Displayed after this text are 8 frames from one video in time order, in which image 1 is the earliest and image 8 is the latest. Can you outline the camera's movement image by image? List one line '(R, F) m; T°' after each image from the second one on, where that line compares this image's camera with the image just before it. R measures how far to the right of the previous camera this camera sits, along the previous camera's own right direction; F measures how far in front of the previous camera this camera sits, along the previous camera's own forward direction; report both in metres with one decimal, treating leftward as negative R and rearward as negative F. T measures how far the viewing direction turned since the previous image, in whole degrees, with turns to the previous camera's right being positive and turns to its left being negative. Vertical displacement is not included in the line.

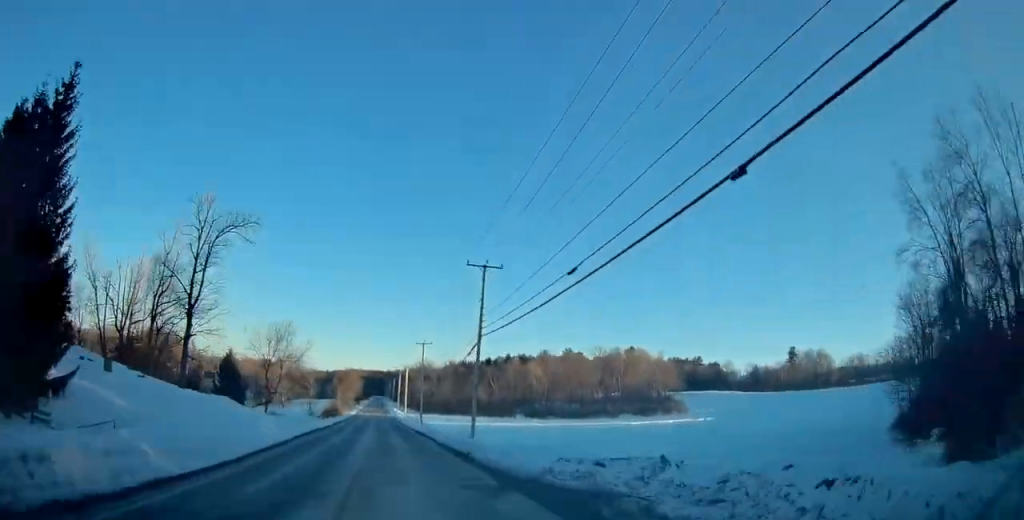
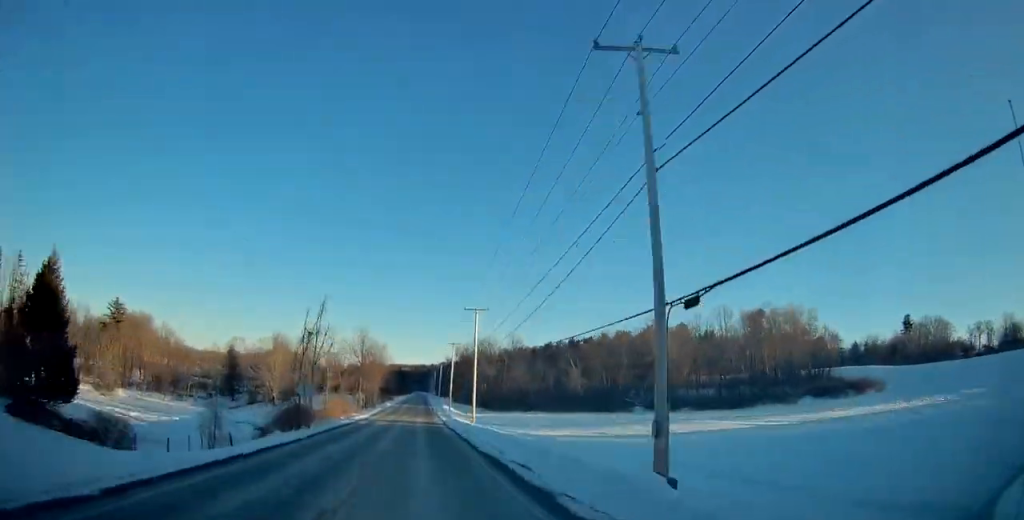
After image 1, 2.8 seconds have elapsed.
(-4.7, +69.0) m; -4°
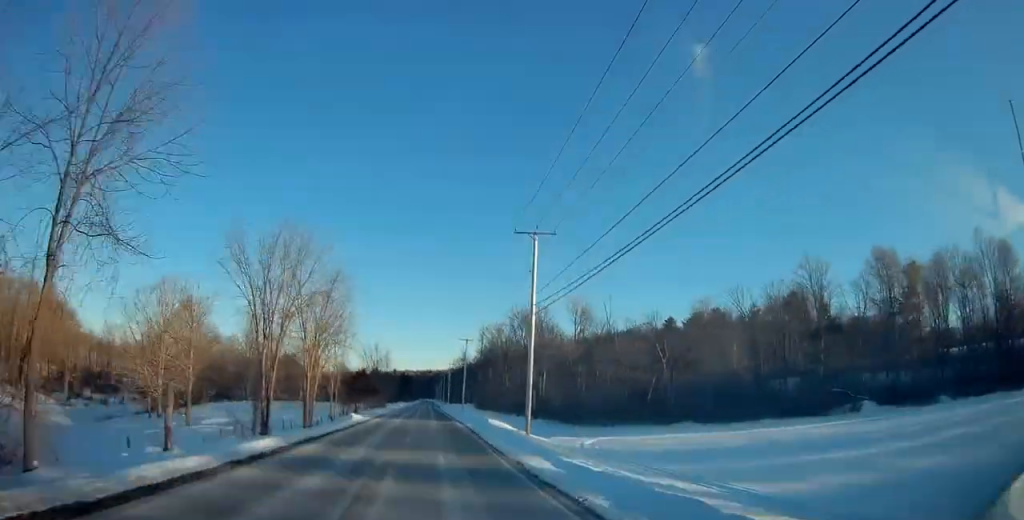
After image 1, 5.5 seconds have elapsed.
(+0.1, +66.7) m; 0°
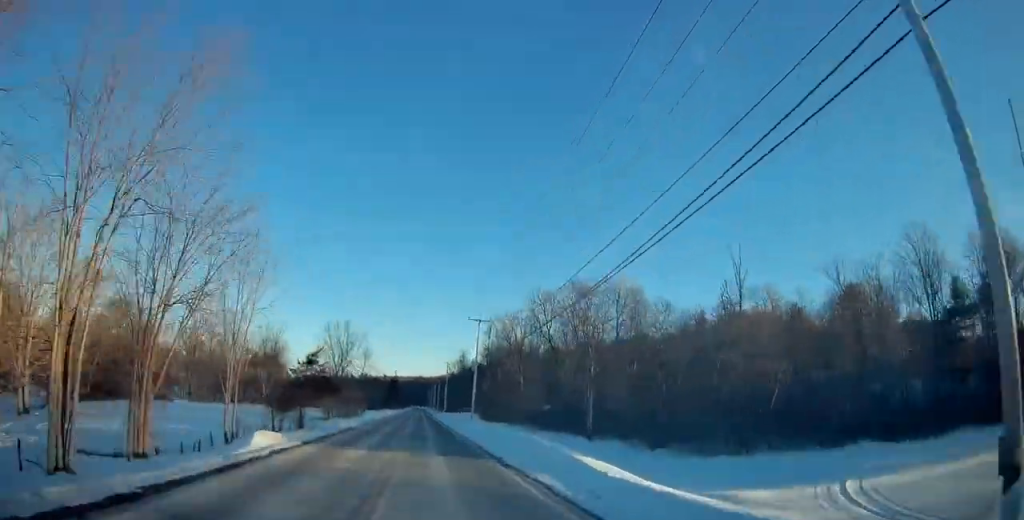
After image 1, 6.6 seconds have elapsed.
(0.0, +28.5) m; 0°
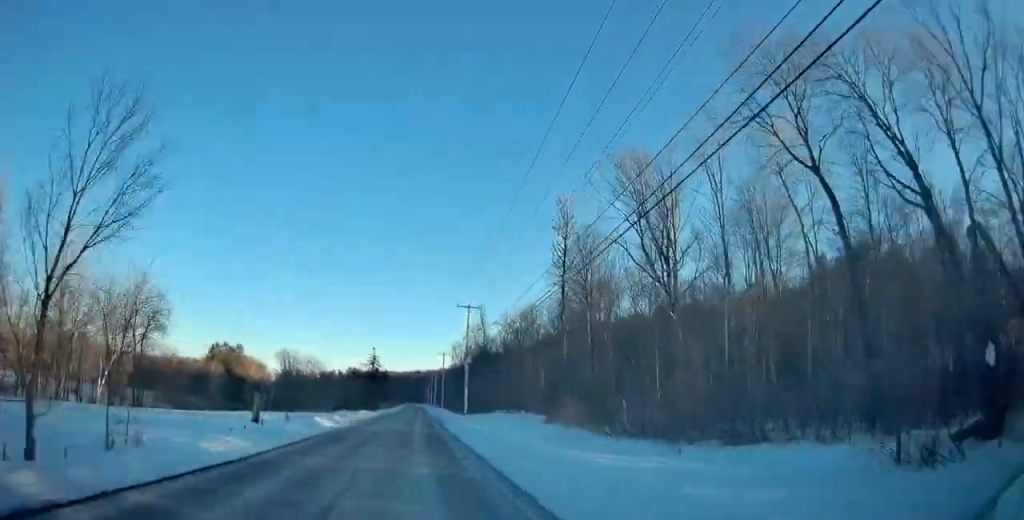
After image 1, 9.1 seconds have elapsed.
(+0.4, +64.0) m; 0°
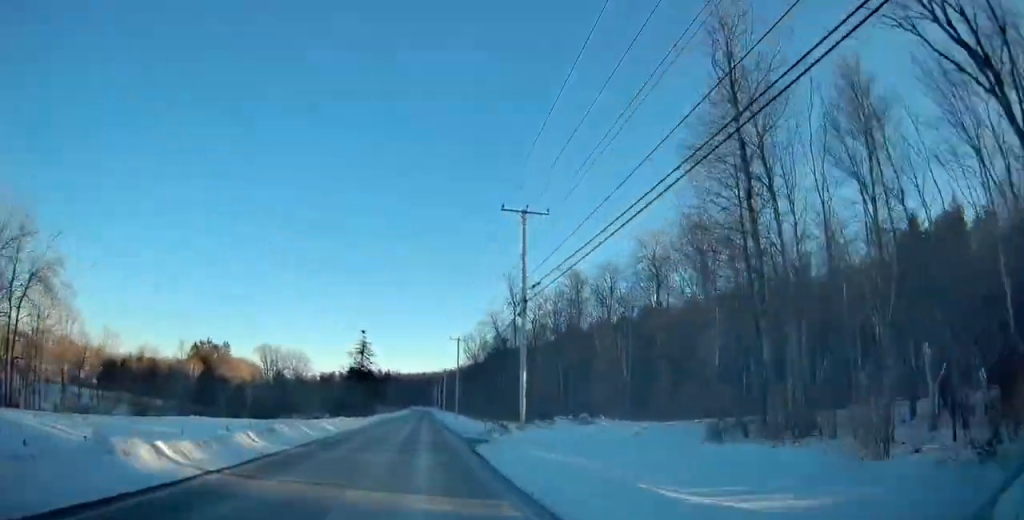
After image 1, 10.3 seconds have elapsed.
(-0.1, +28.7) m; 0°
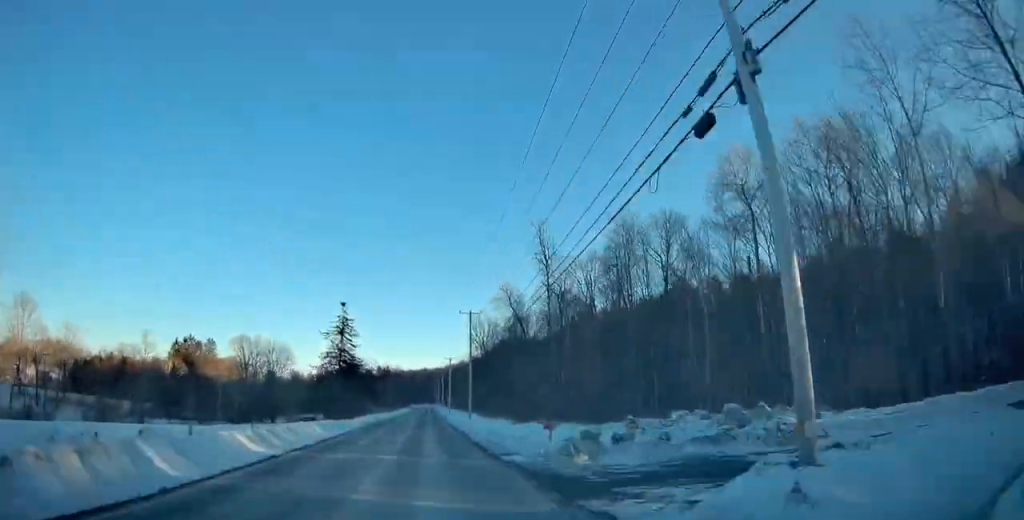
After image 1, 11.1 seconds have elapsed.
(0.0, +20.5) m; 0°
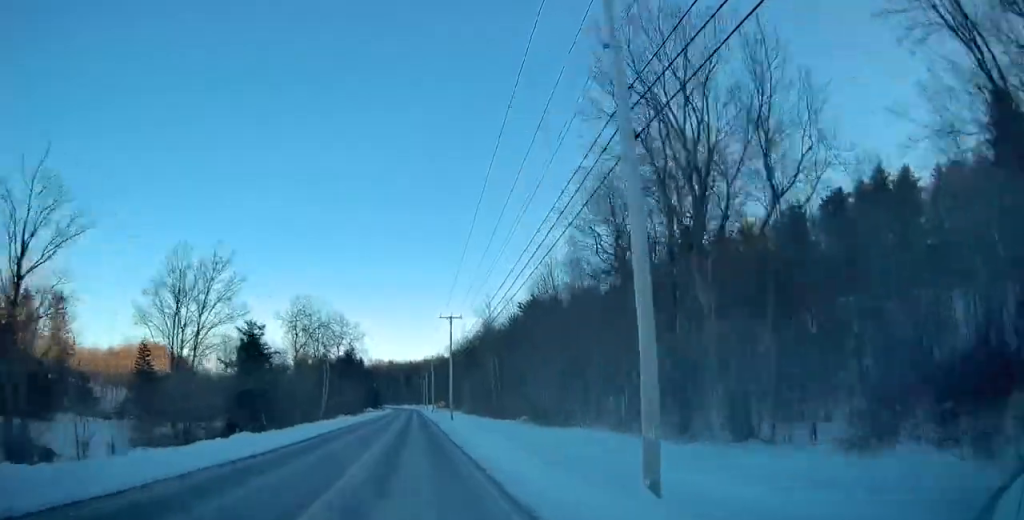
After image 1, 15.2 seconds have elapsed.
(+0.6, +106.6) m; 0°
